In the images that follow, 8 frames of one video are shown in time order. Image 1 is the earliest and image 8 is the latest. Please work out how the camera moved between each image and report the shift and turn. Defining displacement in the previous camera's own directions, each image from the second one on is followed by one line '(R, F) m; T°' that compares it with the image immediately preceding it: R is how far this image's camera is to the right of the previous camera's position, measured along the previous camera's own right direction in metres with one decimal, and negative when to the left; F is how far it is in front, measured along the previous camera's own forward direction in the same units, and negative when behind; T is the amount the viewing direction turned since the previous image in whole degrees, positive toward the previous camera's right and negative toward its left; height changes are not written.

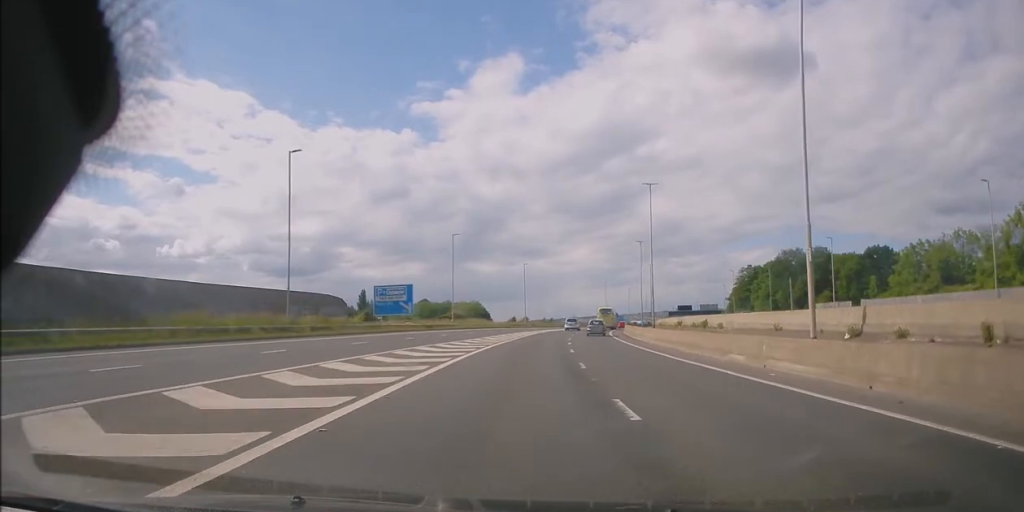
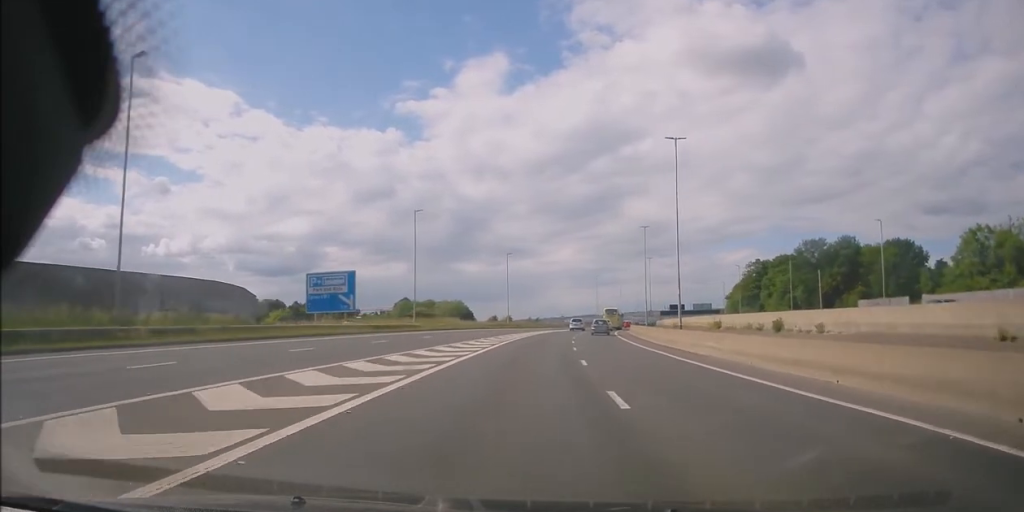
(+0.2, +17.6) m; +2°
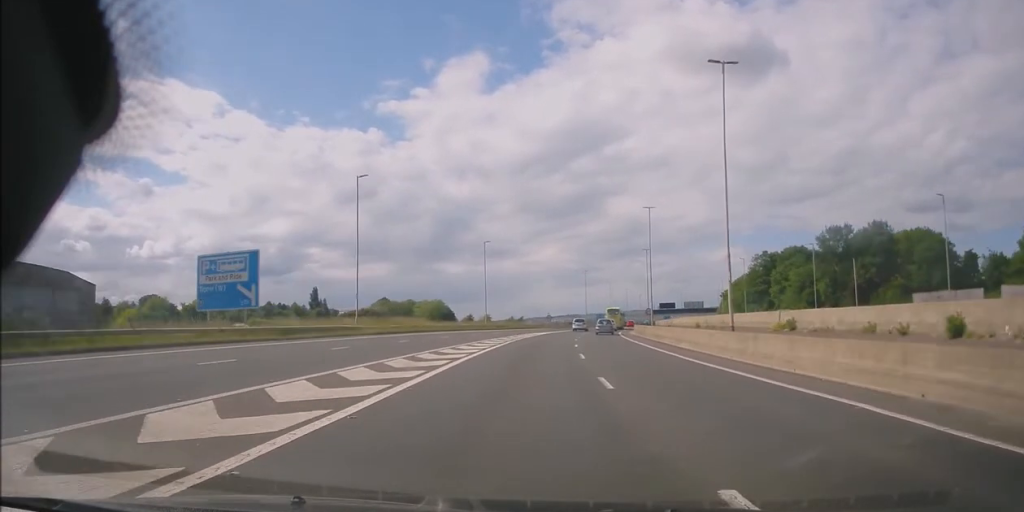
(+0.2, +14.1) m; +2°
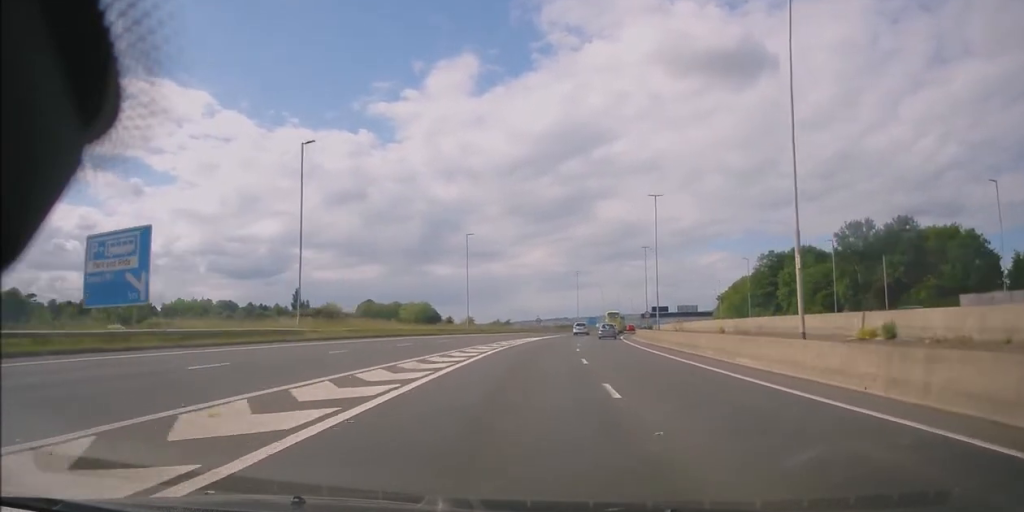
(+0.1, +11.4) m; +1°
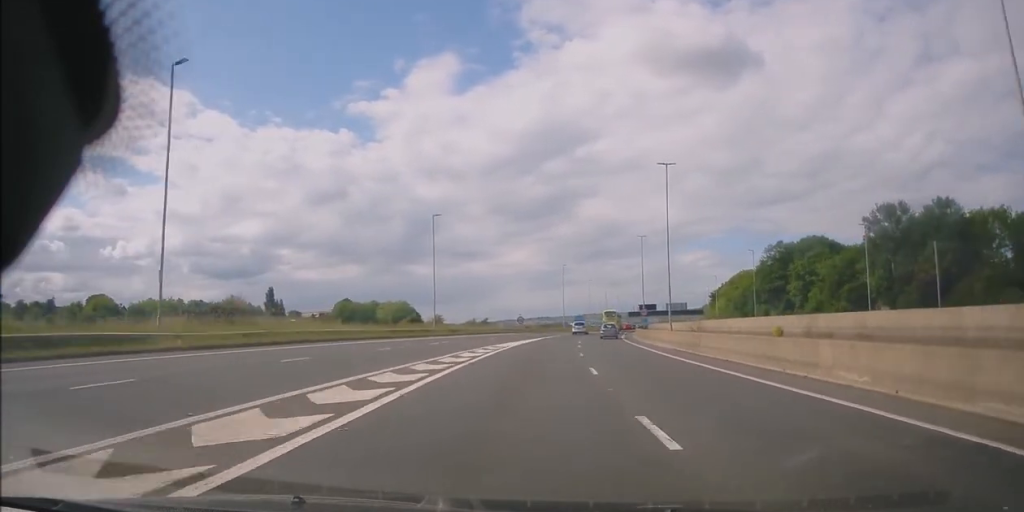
(+0.2, +13.5) m; +2°
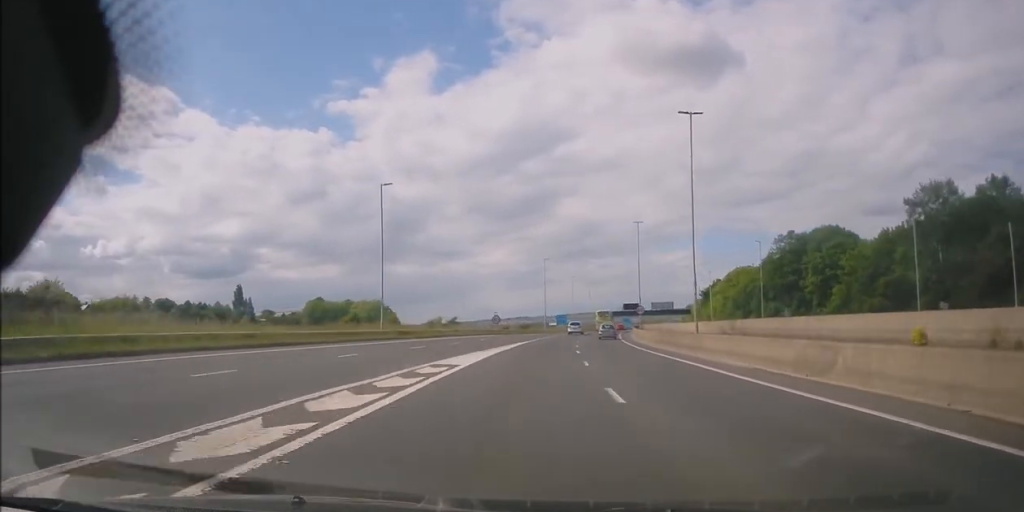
(+0.2, +14.2) m; +2°
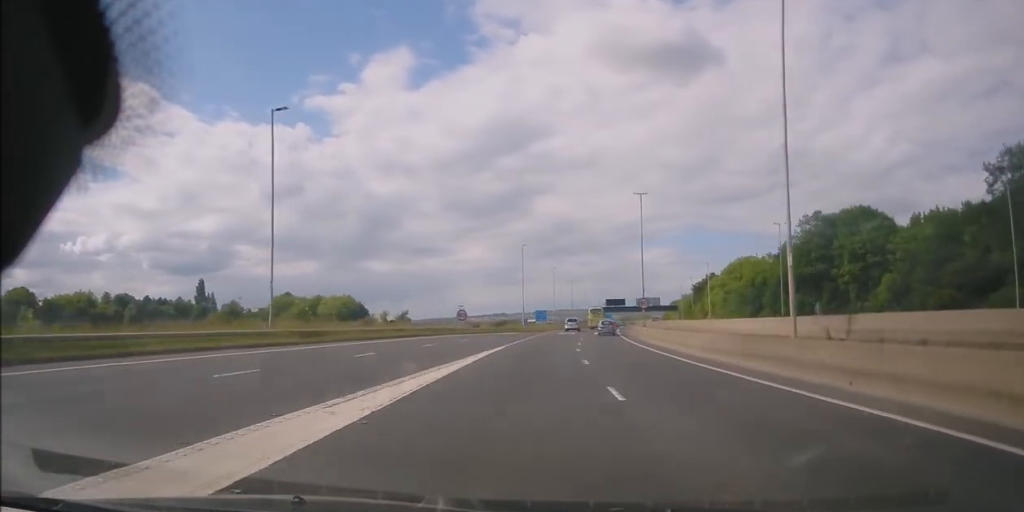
(+0.3, +17.7) m; +1°
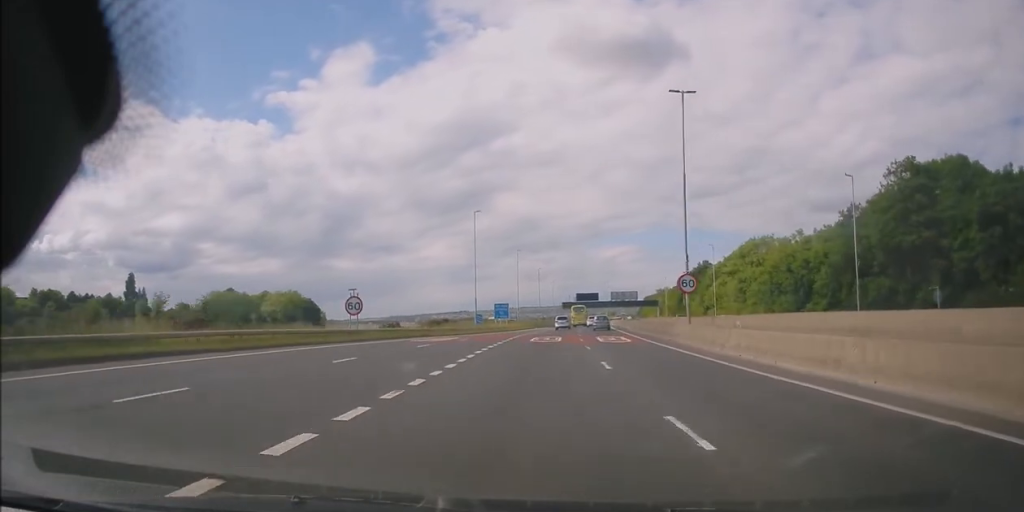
(+0.8, +31.2) m; +4°
